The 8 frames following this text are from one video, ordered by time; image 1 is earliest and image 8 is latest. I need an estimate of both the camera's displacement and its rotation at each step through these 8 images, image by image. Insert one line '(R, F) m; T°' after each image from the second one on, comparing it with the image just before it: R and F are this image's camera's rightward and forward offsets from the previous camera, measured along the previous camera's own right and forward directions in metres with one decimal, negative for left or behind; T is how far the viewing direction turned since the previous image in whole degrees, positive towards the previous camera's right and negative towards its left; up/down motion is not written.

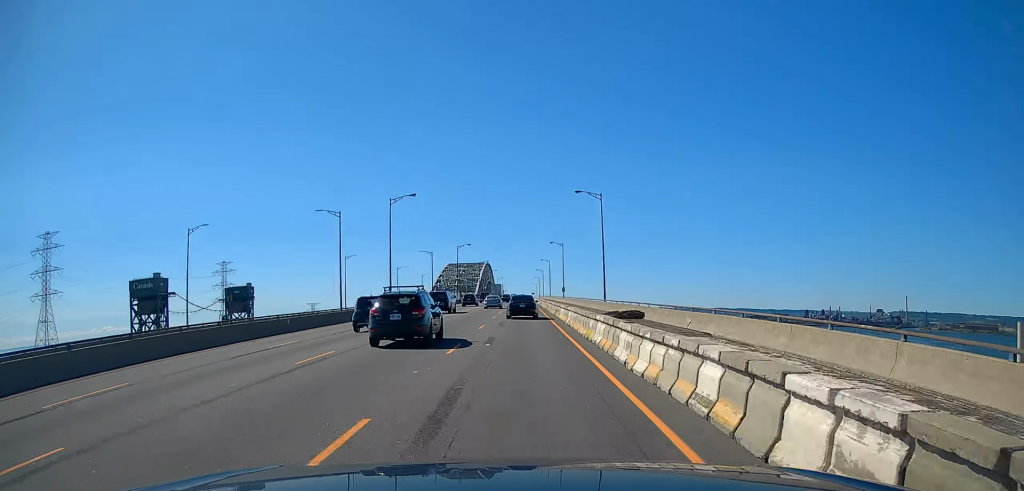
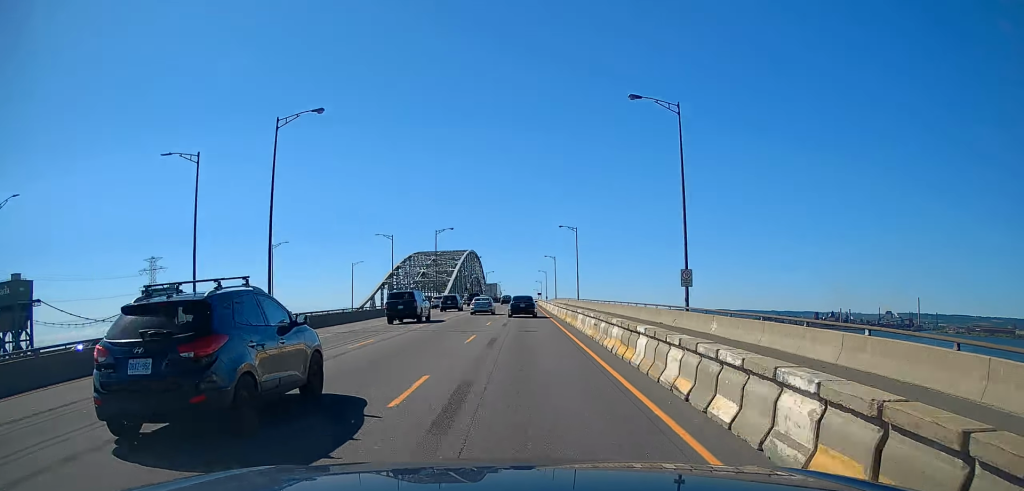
(0.0, +129.2) m; 0°
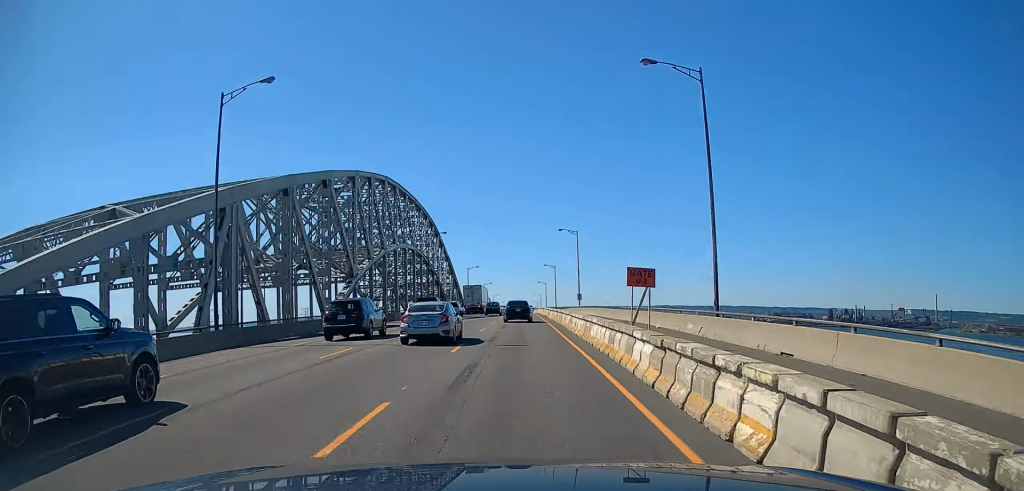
(-0.1, +149.1) m; 0°
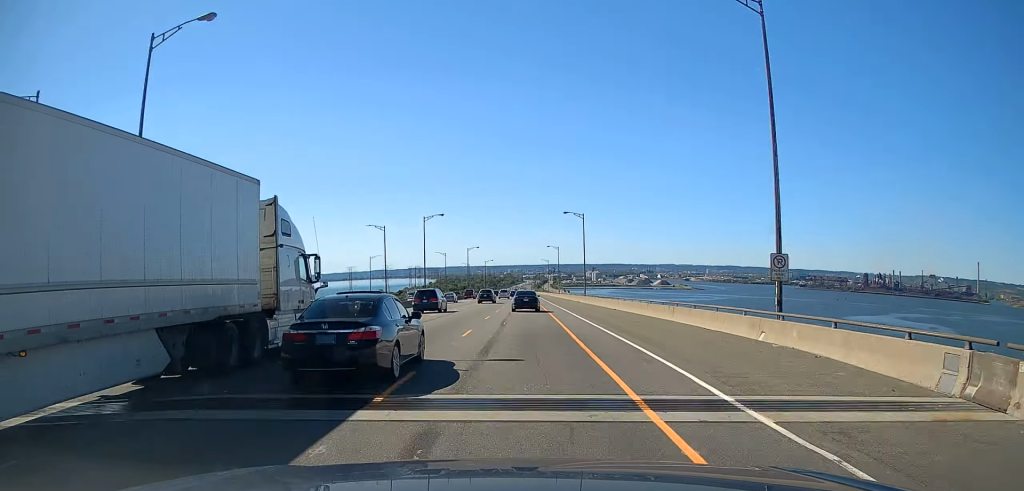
(-0.2, +283.7) m; 0°
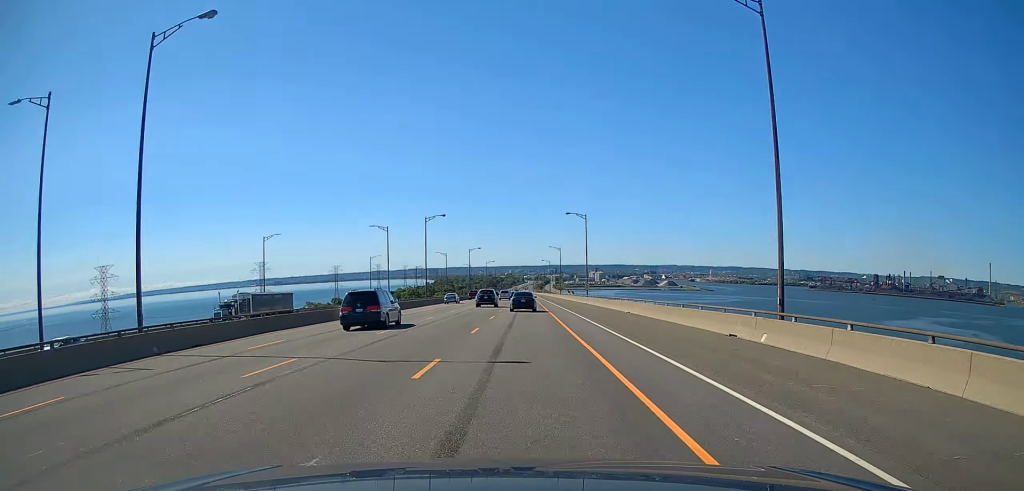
(0.0, +68.7) m; 0°
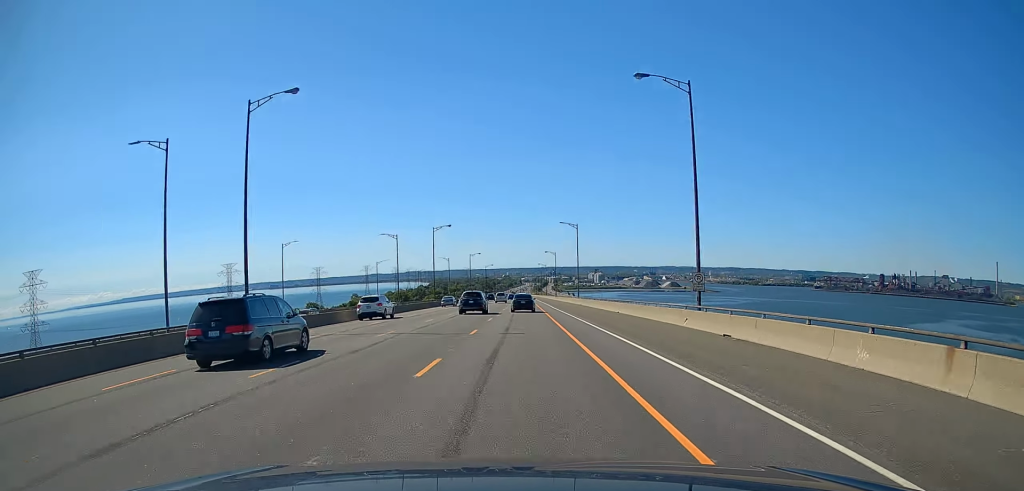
(-0.1, +58.6) m; 0°
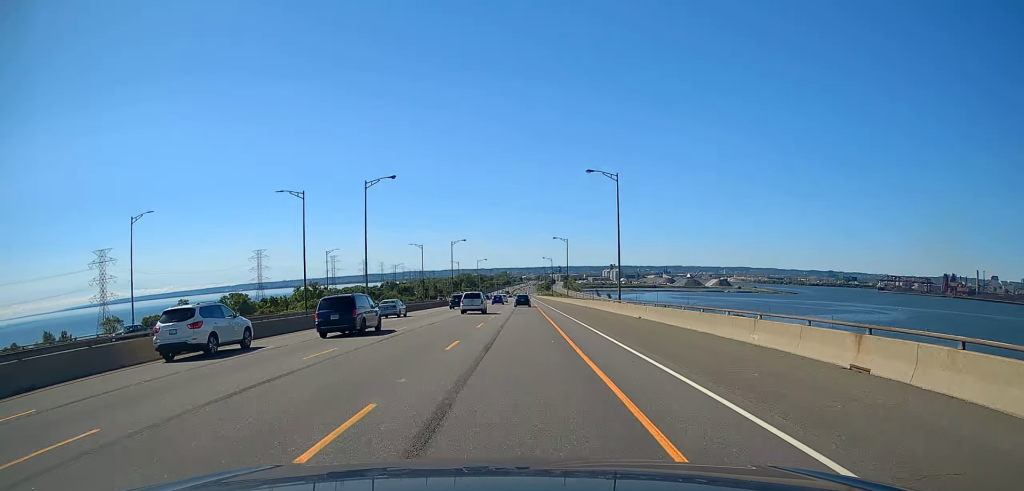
(+0.3, +403.6) m; 0°
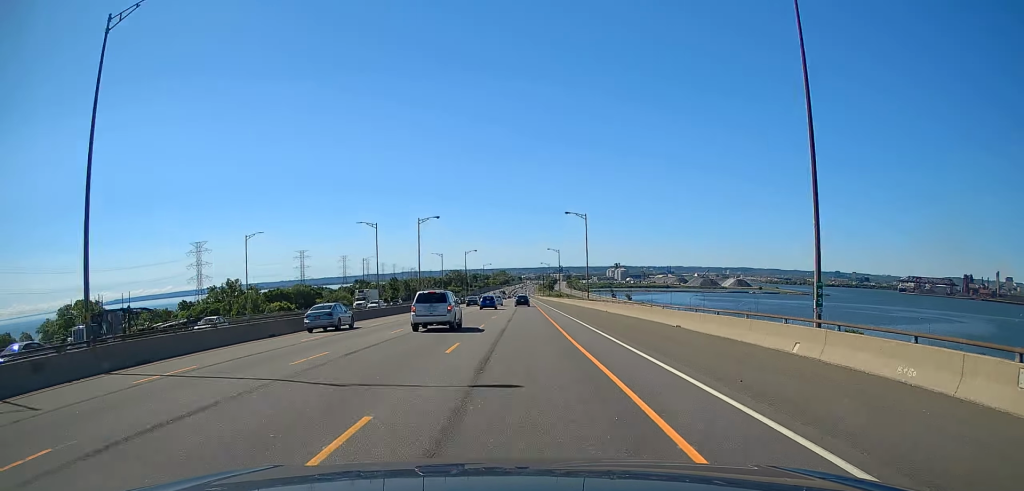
(-0.1, +112.8) m; 0°
